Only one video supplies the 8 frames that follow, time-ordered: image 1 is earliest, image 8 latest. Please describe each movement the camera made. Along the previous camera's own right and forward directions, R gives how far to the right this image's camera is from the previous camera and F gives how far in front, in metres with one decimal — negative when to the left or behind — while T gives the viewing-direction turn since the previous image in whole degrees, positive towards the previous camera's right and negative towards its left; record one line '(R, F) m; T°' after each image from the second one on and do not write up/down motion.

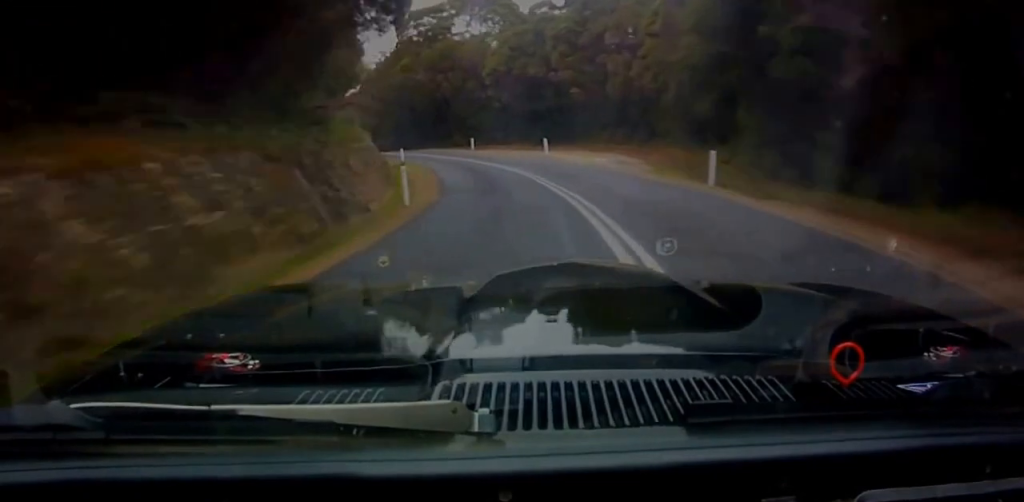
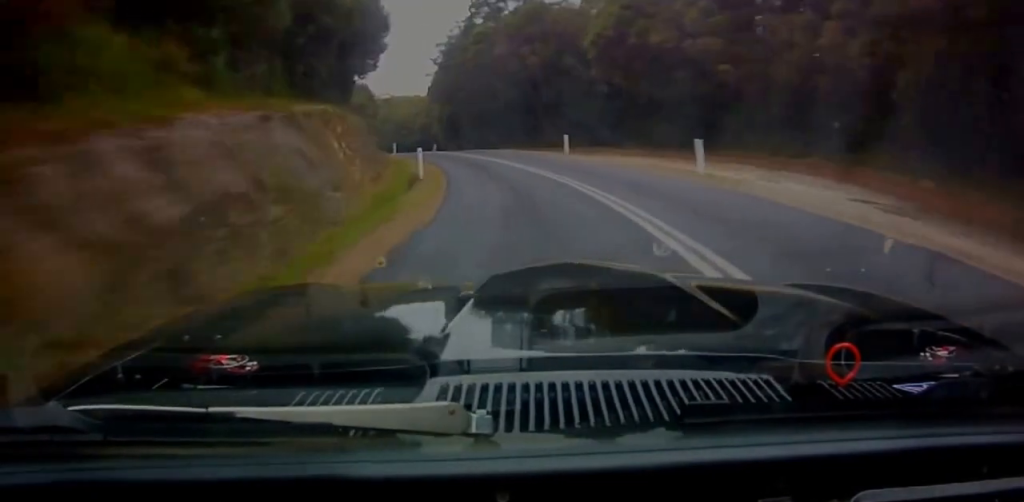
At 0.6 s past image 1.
(-0.5, +19.5) m; -5°
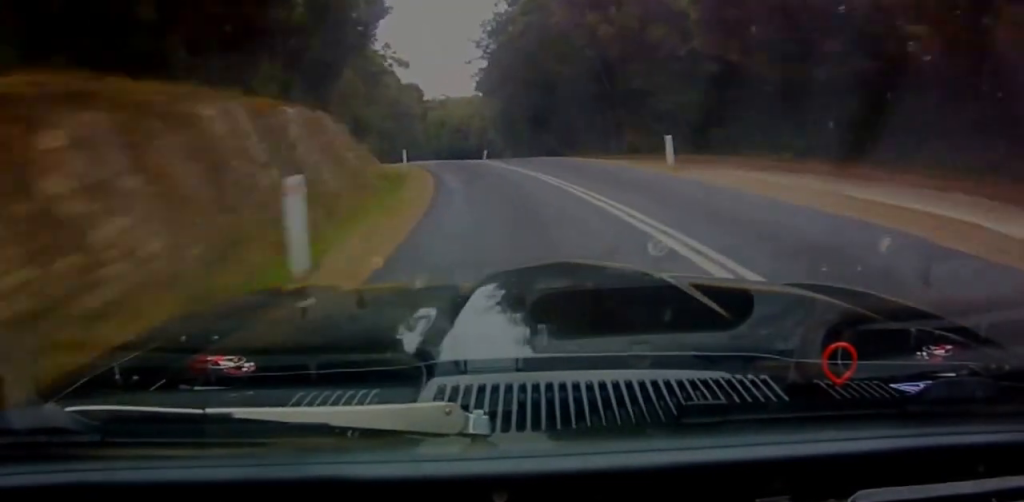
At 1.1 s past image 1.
(-0.2, +13.4) m; -4°
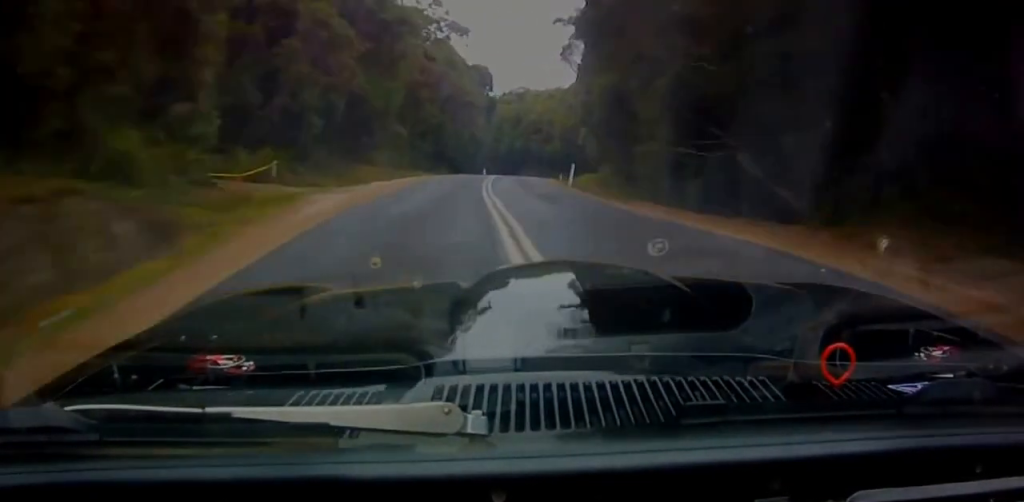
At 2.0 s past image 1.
(-2.6, +28.0) m; -10°
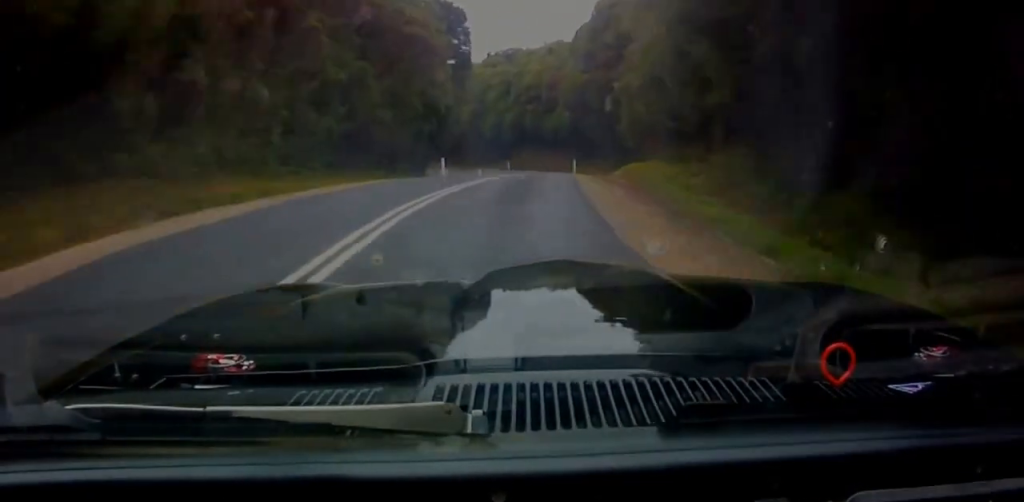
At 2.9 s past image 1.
(-2.6, +28.6) m; -7°
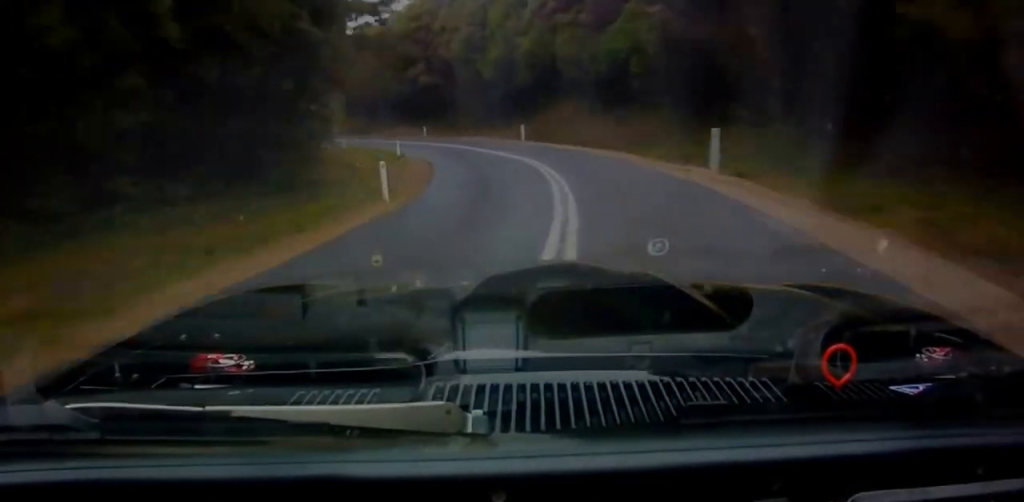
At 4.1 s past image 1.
(-1.8, +38.8) m; -3°
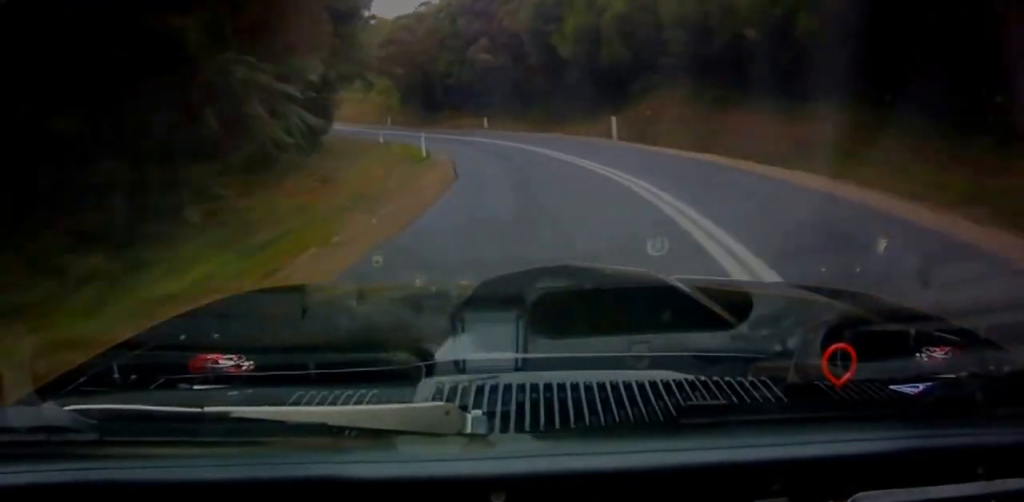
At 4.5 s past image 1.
(0.0, +13.2) m; -1°
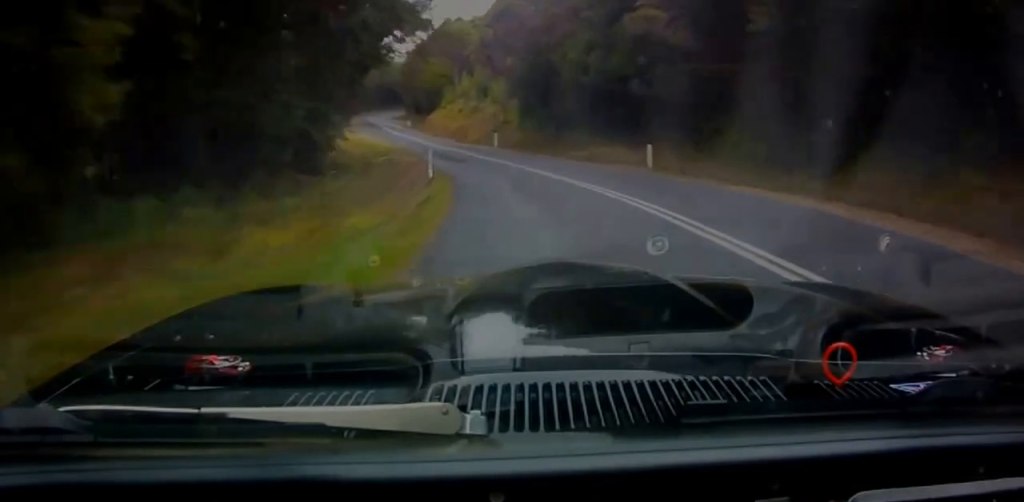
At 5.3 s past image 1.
(+0.1, +23.9) m; -5°
